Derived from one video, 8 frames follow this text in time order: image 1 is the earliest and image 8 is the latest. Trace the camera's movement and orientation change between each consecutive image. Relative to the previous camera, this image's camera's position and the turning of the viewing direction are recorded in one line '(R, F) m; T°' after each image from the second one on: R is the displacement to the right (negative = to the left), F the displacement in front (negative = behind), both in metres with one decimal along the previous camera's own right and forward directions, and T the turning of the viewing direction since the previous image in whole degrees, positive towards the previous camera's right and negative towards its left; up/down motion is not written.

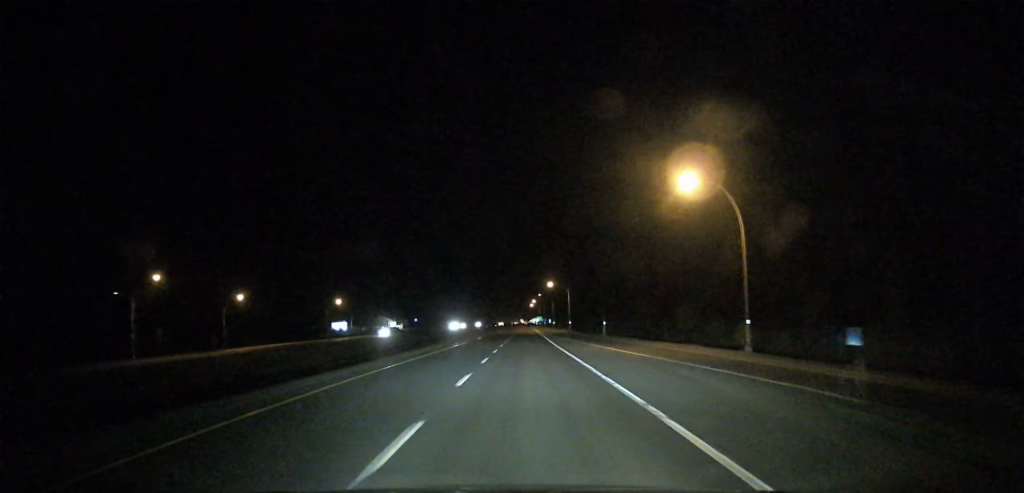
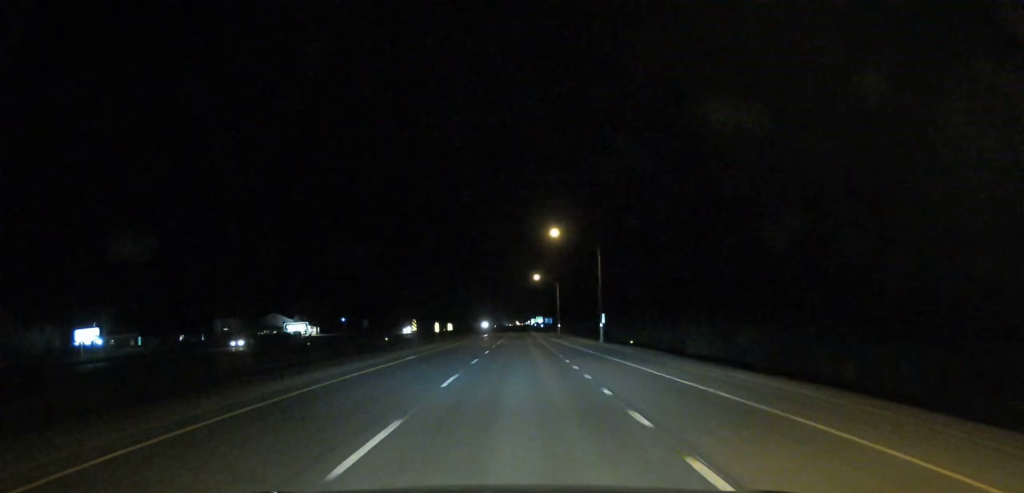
(-0.2, +239.5) m; 0°
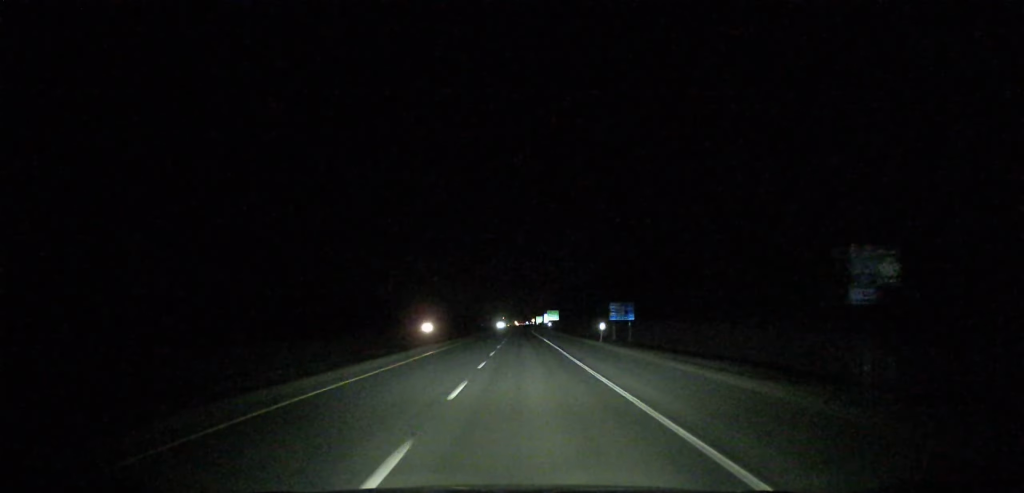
(0.0, +255.9) m; 0°
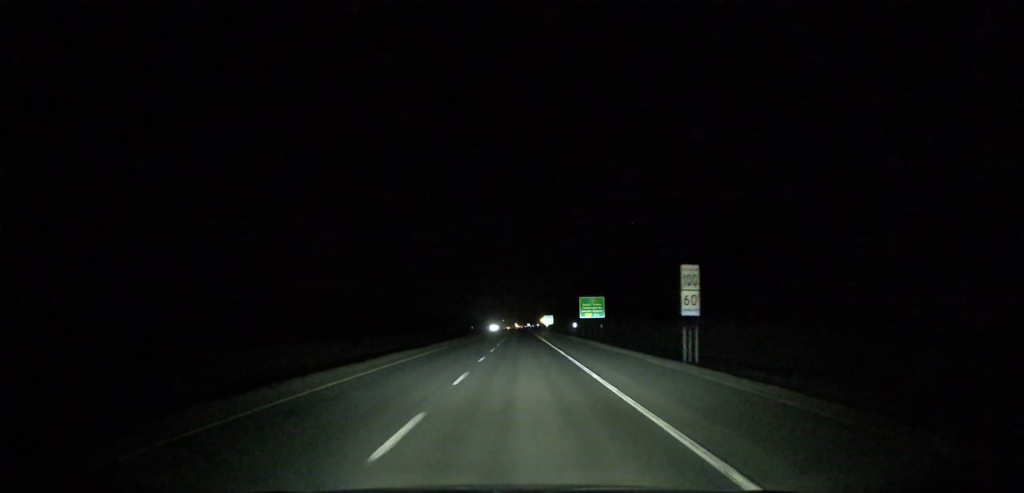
(+0.2, +160.3) m; 0°
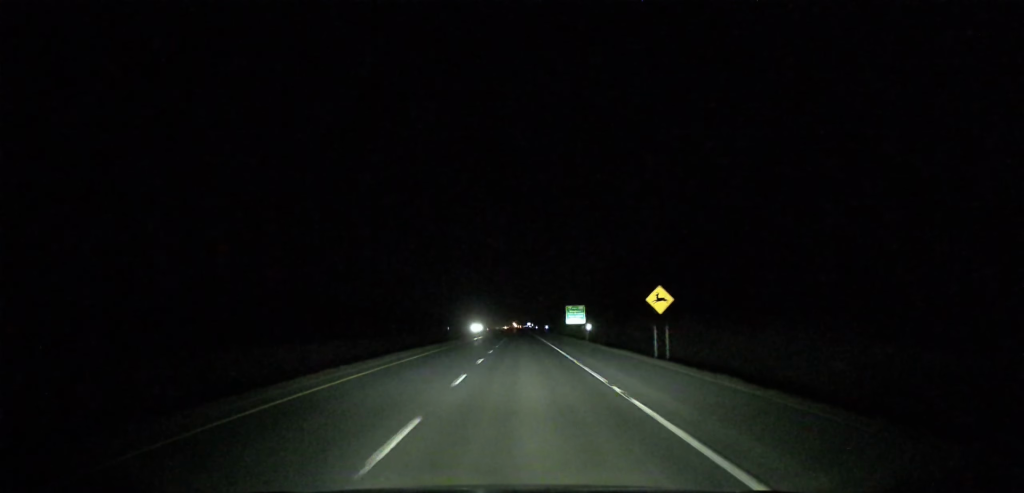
(0.0, +199.4) m; 0°
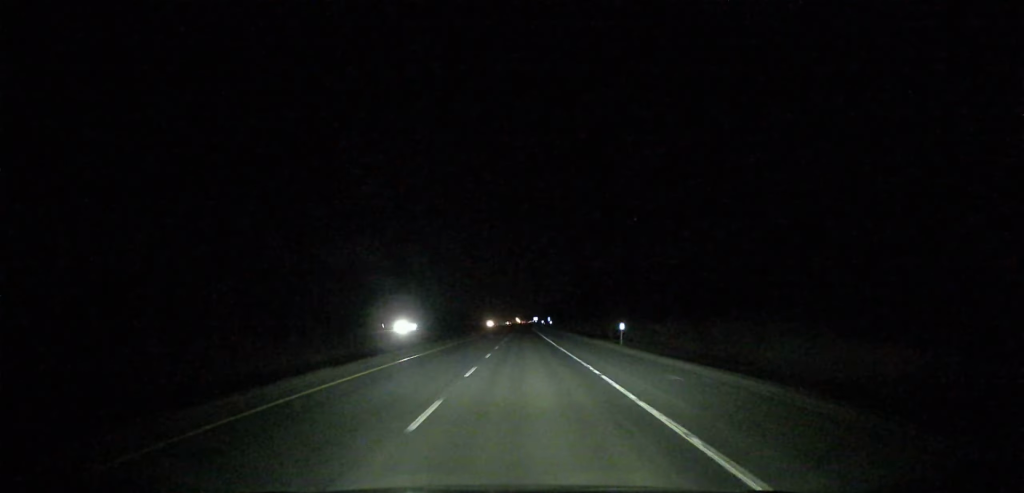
(-0.3, +237.5) m; 0°
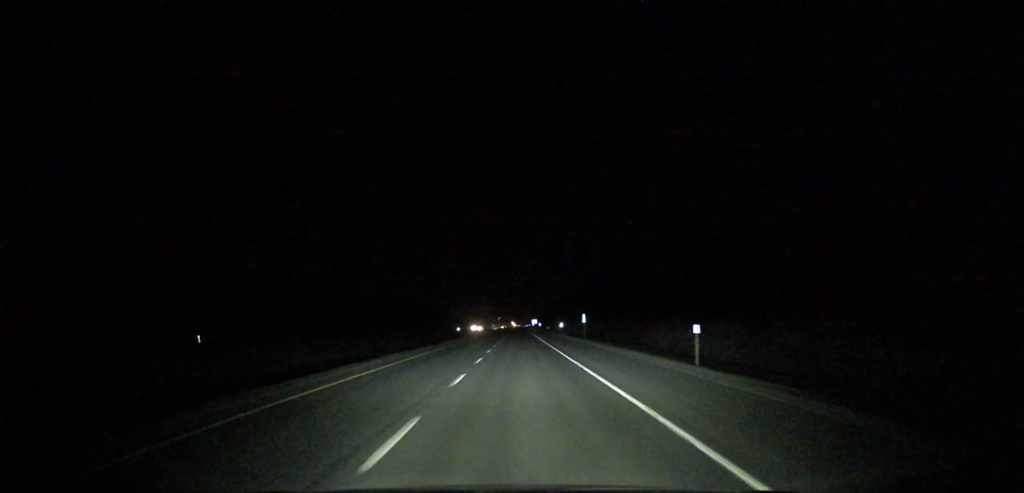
(+0.3, +135.5) m; 0°
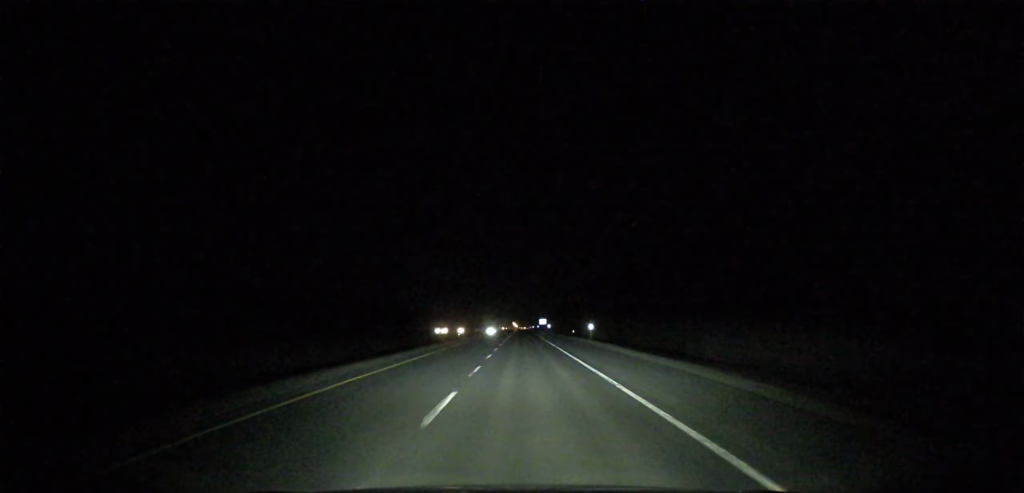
(0.0, +146.4) m; 0°
